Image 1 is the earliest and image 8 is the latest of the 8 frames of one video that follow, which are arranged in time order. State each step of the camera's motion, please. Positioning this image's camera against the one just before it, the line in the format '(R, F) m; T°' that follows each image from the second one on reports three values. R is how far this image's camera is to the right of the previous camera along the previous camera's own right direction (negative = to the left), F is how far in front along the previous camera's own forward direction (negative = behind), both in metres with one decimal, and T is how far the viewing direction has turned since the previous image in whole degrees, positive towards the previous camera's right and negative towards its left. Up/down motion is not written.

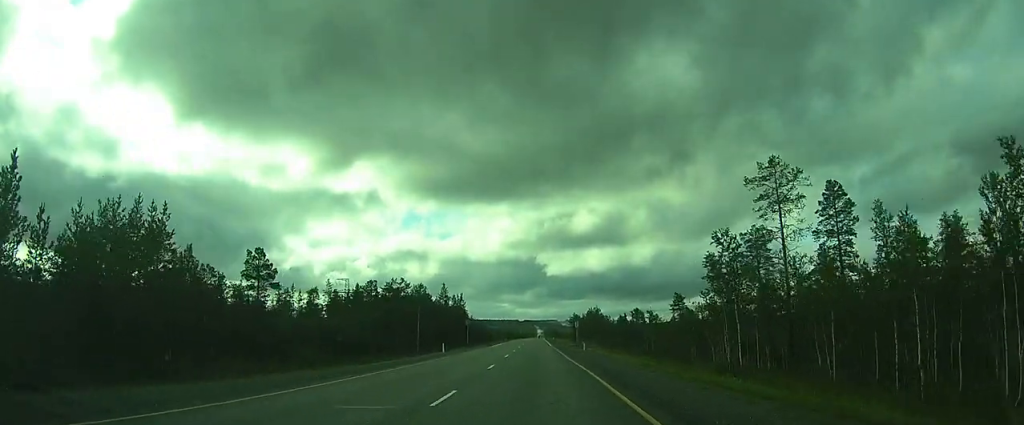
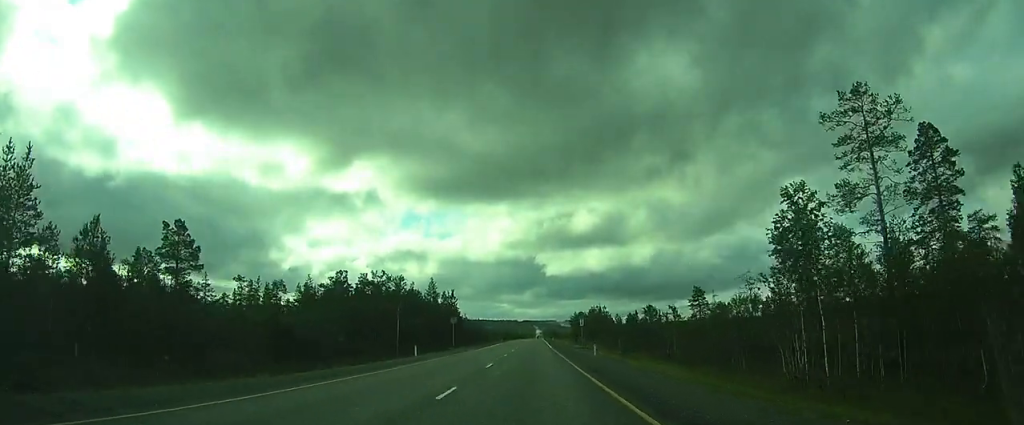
(0.0, +11.2) m; 0°
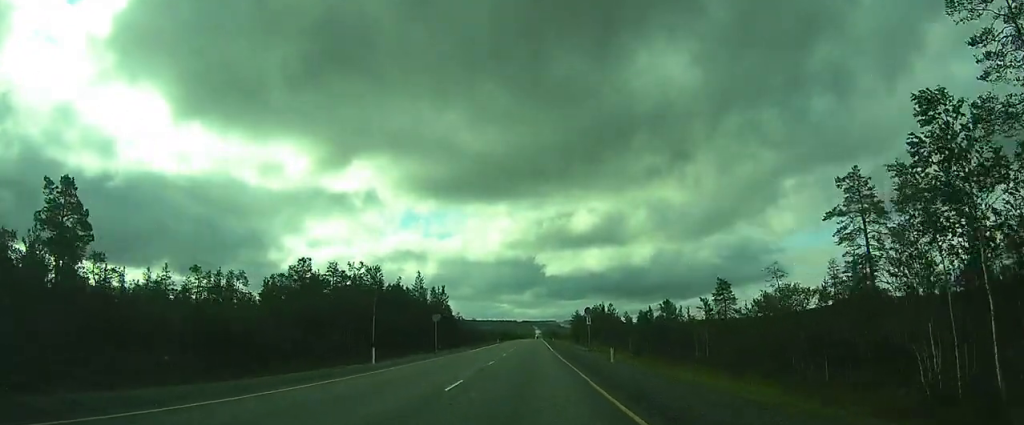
(0.0, +10.3) m; 0°
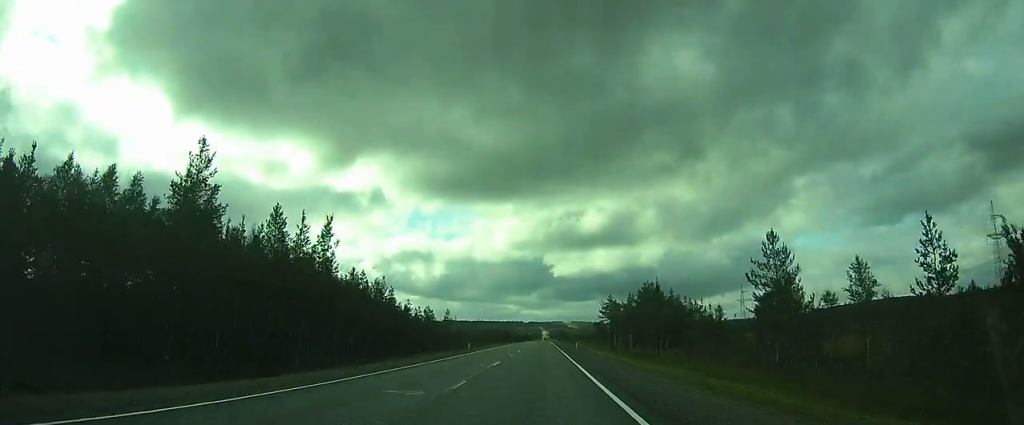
(-0.1, +63.0) m; -1°
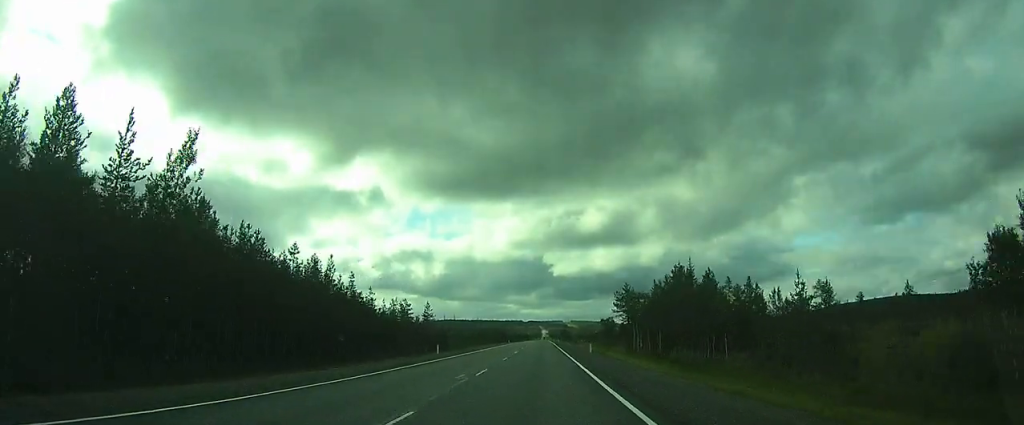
(0.0, +19.9) m; -1°
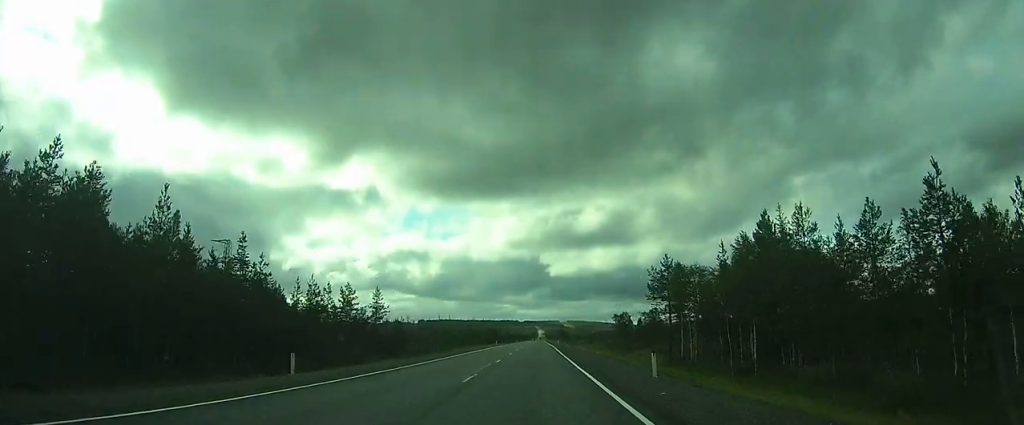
(-0.2, +27.8) m; 0°
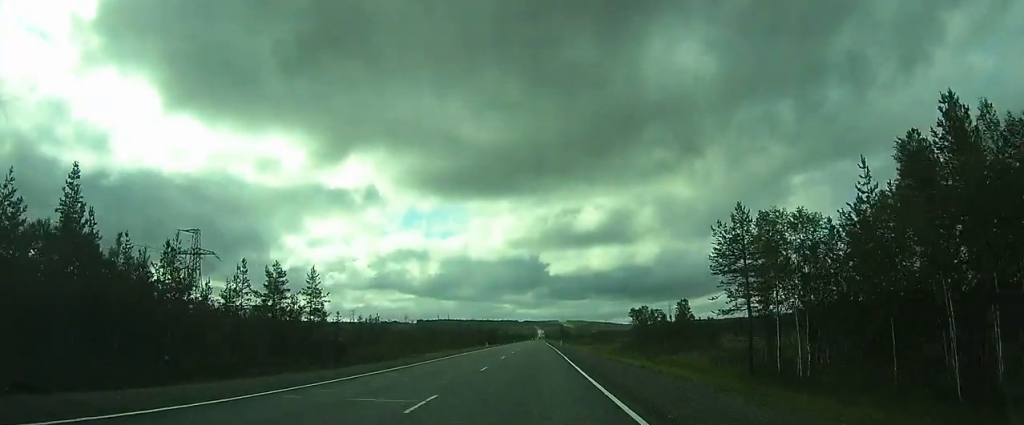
(+0.1, +20.0) m; 0°
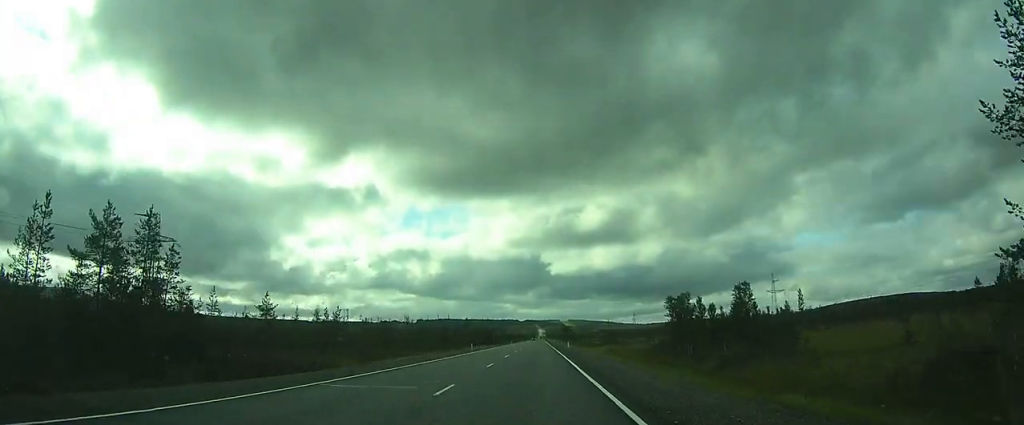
(0.0, +22.5) m; 0°
